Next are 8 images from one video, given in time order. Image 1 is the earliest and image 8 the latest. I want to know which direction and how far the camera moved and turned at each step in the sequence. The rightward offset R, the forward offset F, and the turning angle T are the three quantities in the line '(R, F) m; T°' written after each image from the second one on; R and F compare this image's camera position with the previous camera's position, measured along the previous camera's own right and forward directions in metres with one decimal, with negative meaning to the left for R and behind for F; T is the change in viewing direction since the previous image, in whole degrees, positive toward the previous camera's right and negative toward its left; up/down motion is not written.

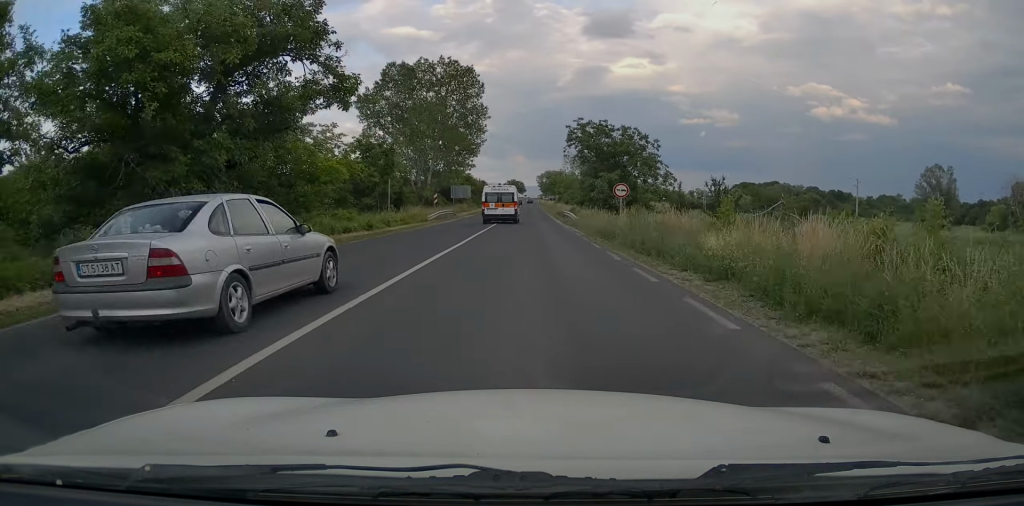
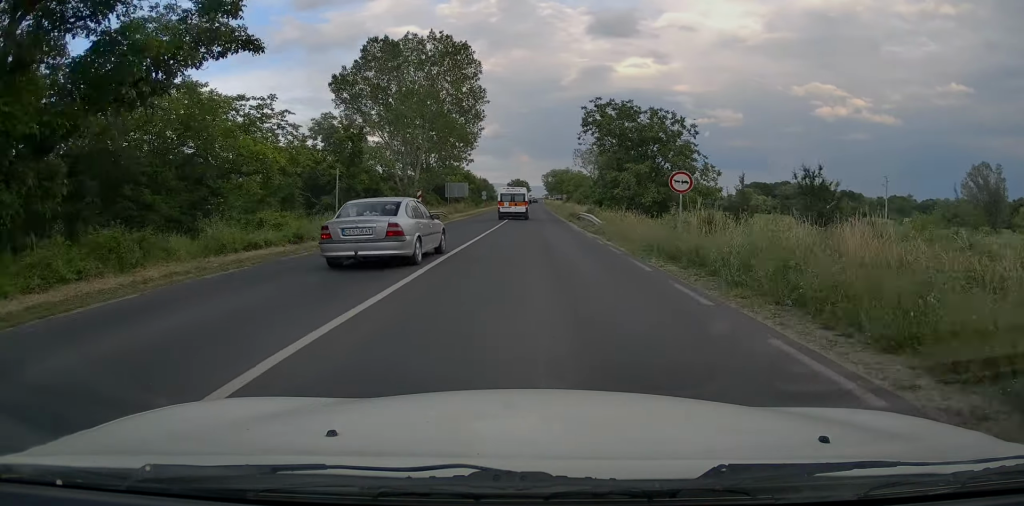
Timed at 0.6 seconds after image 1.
(+0.3, +10.3) m; 0°
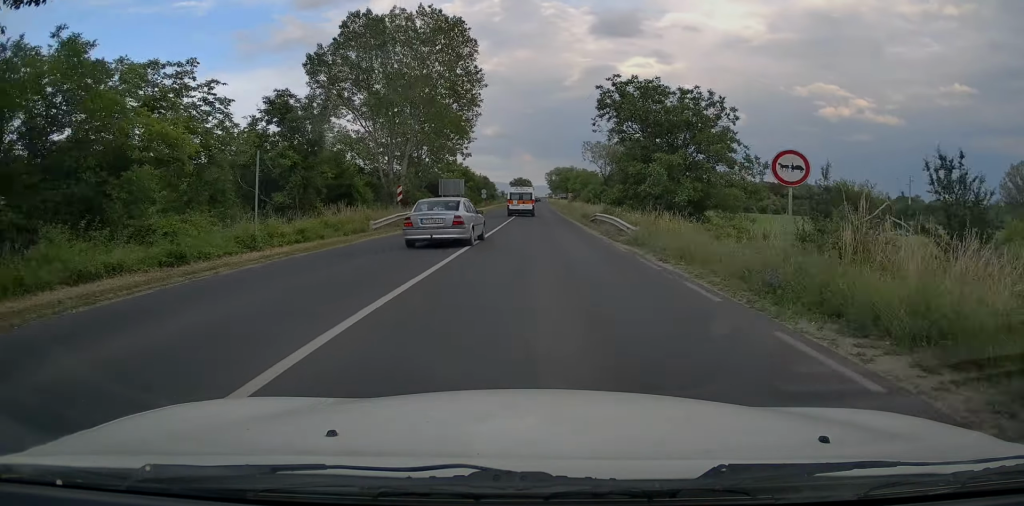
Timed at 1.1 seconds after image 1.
(0.0, +7.7) m; 0°
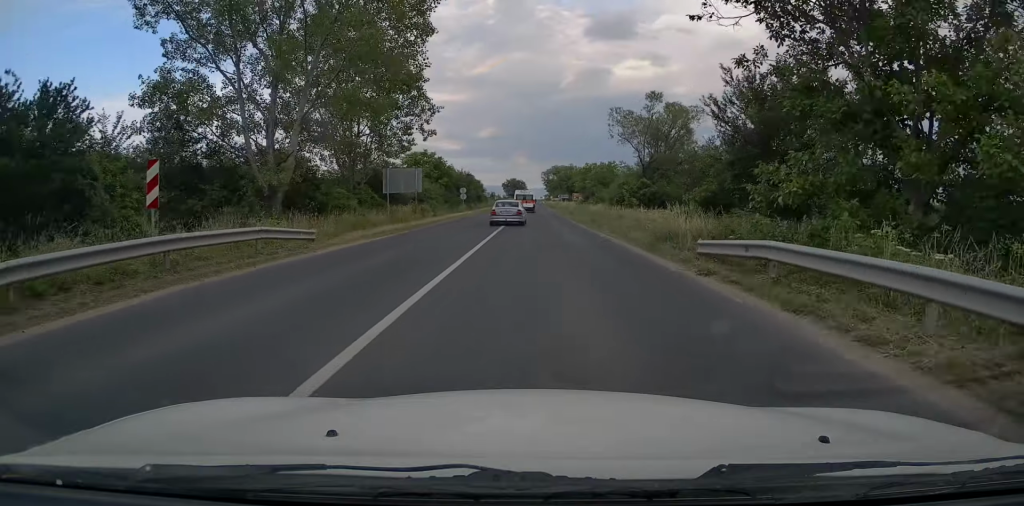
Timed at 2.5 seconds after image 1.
(0.0, +23.9) m; 0°
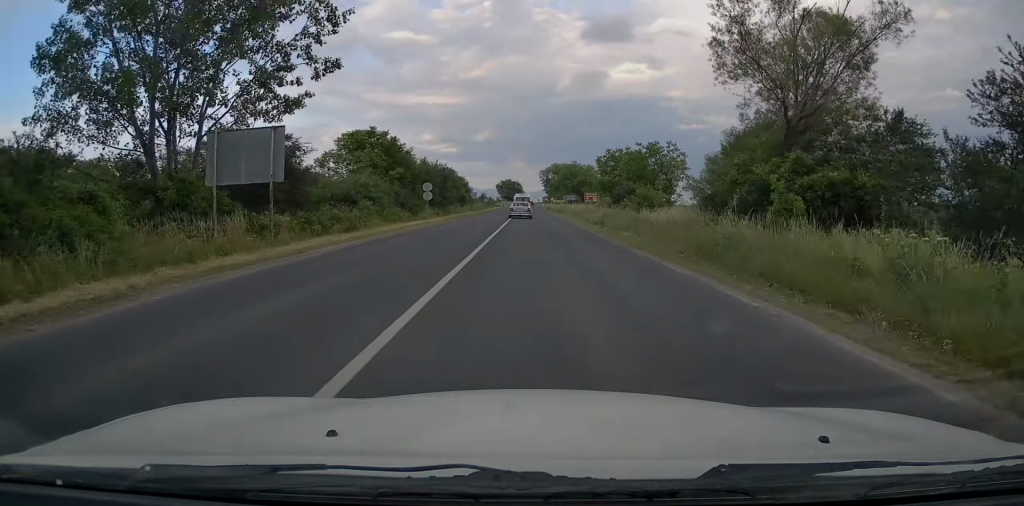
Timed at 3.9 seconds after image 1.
(-0.3, +23.6) m; 0°
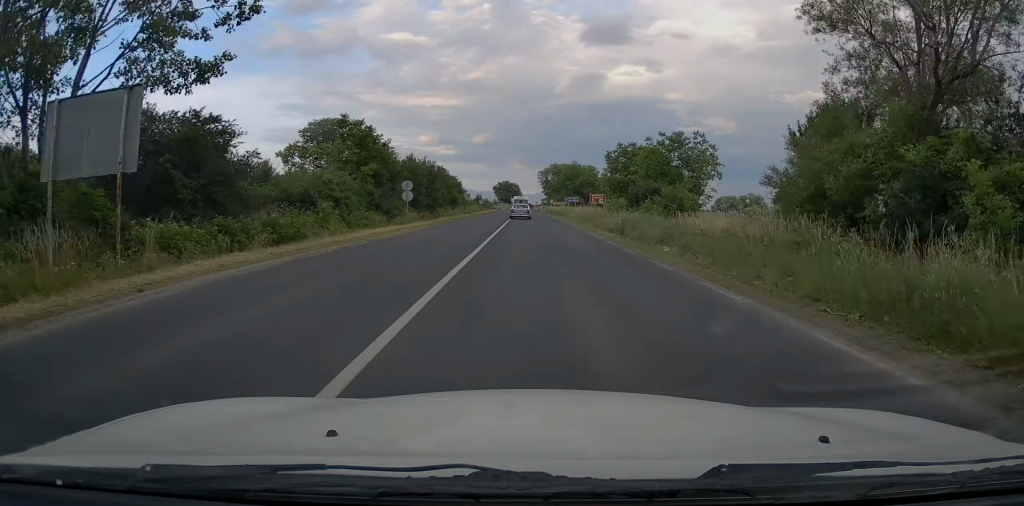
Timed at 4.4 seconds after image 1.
(+0.2, +7.4) m; +1°
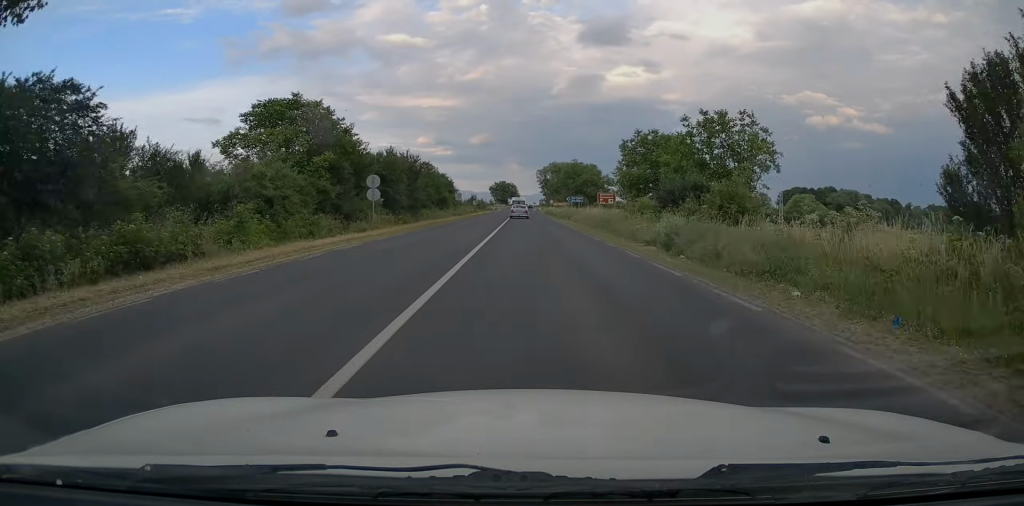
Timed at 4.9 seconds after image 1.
(+0.1, +8.5) m; +1°
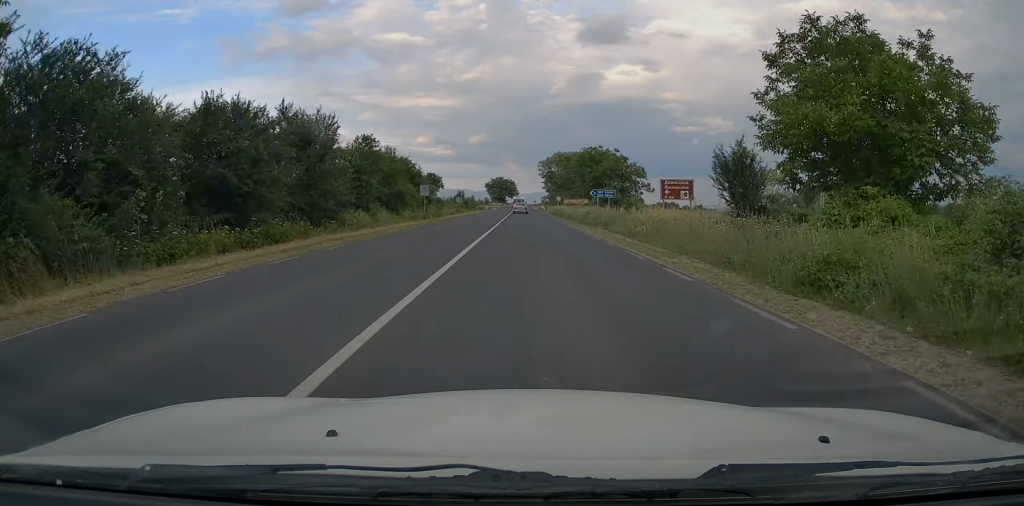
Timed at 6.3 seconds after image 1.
(-0.3, +24.9) m; -1°
